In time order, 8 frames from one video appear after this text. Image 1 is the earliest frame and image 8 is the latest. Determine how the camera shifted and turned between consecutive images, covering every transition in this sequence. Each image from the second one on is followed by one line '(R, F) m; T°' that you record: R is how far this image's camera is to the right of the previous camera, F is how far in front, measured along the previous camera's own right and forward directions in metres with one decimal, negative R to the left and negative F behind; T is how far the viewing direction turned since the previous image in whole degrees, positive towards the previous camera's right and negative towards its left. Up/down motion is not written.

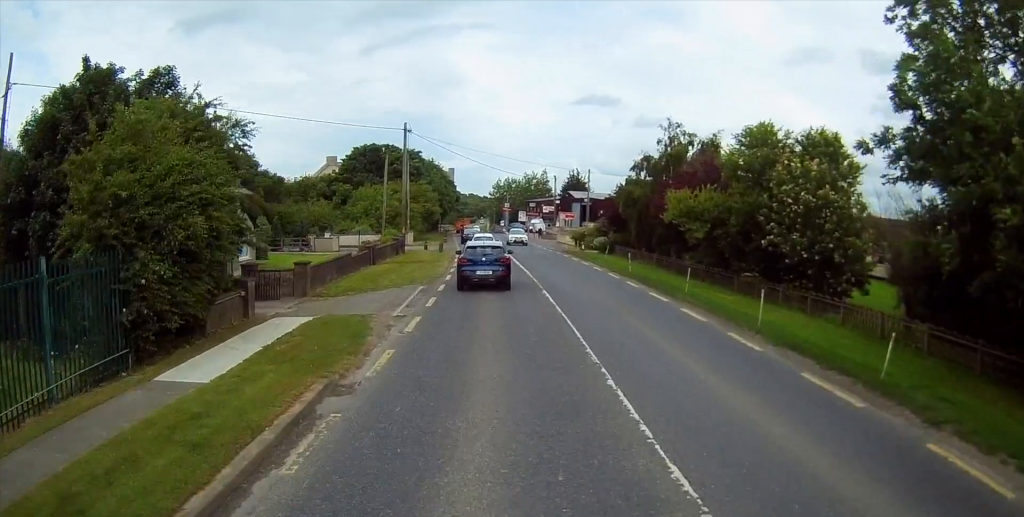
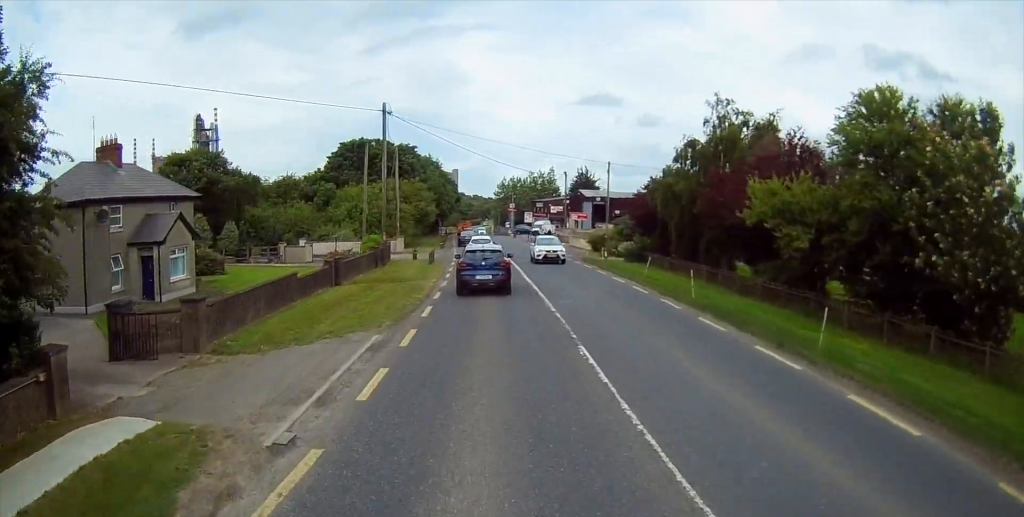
(-0.1, +9.3) m; -1°
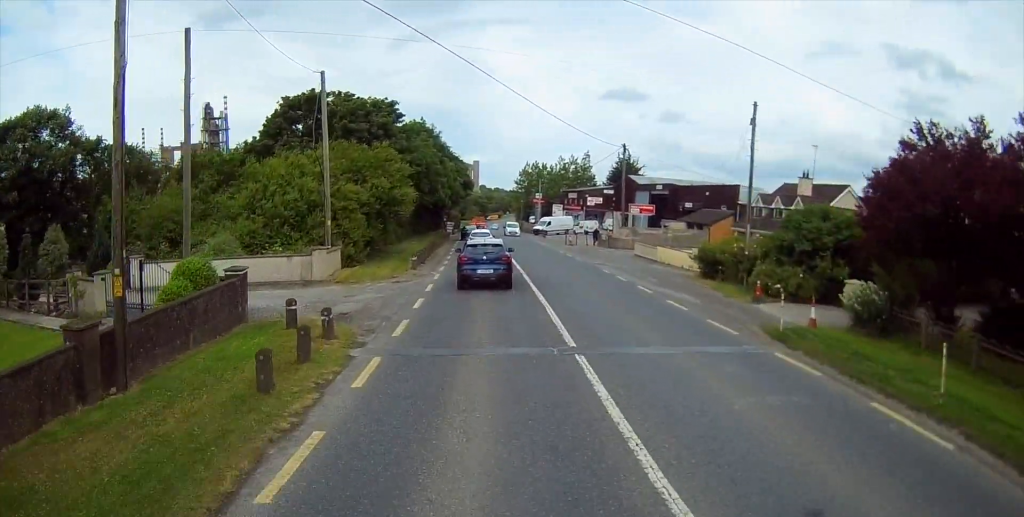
(-0.7, +27.9) m; -1°
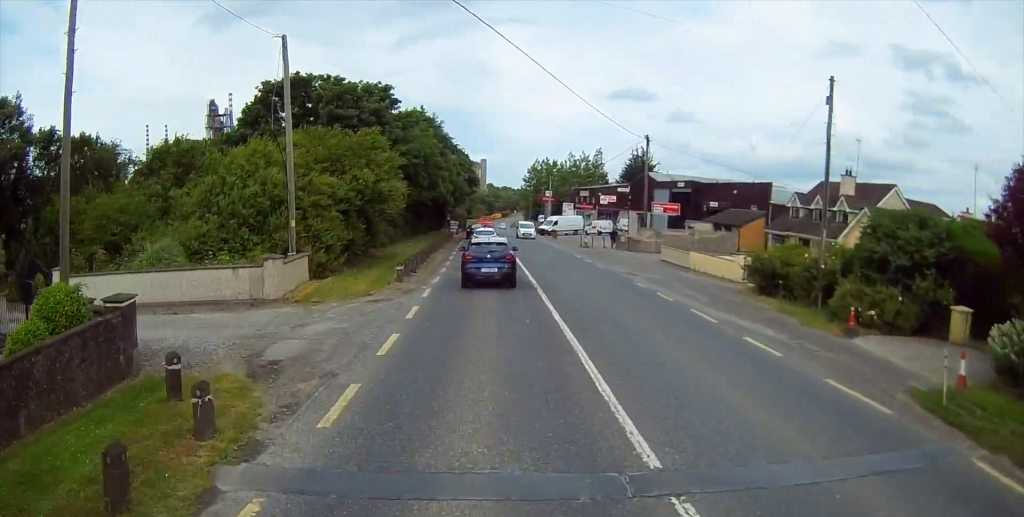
(0.0, +6.0) m; +1°
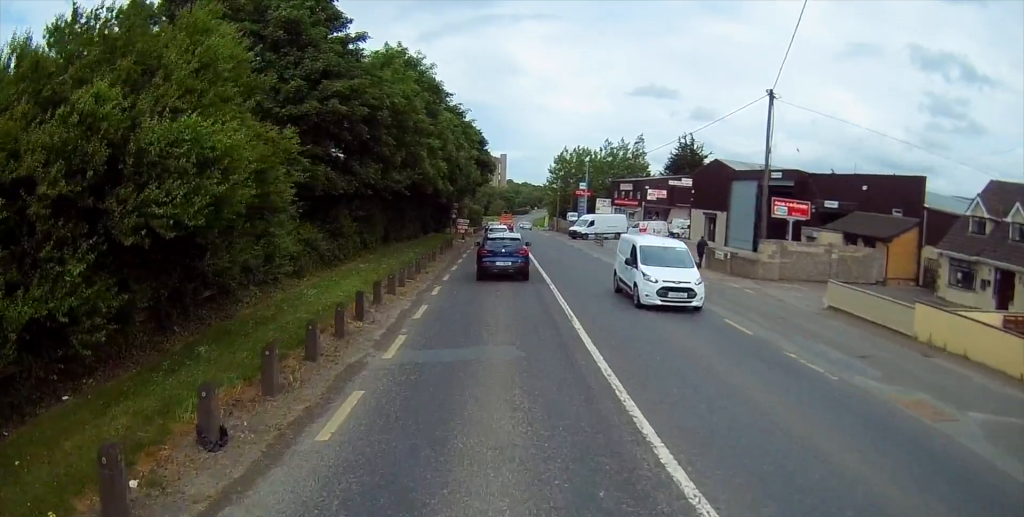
(-0.4, +21.0) m; -4°
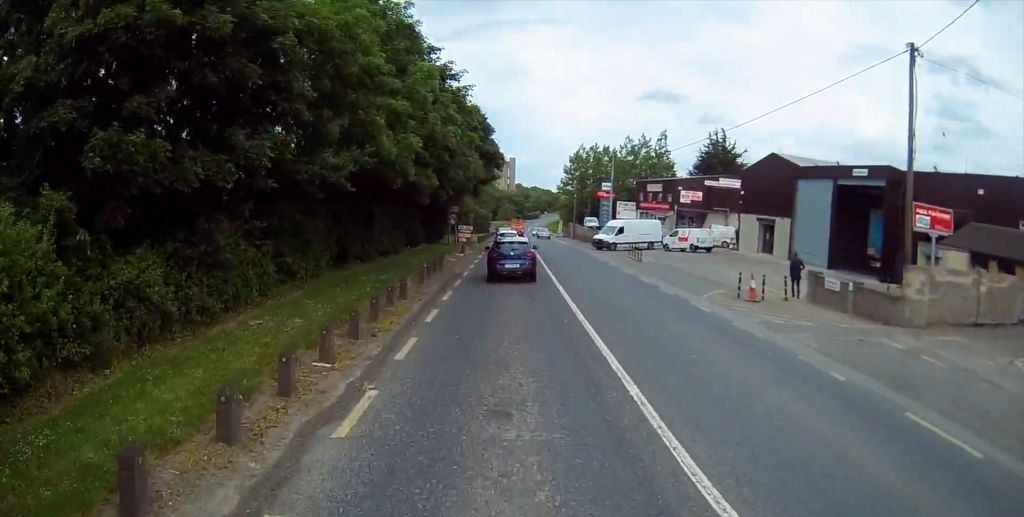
(-0.1, +12.1) m; -1°
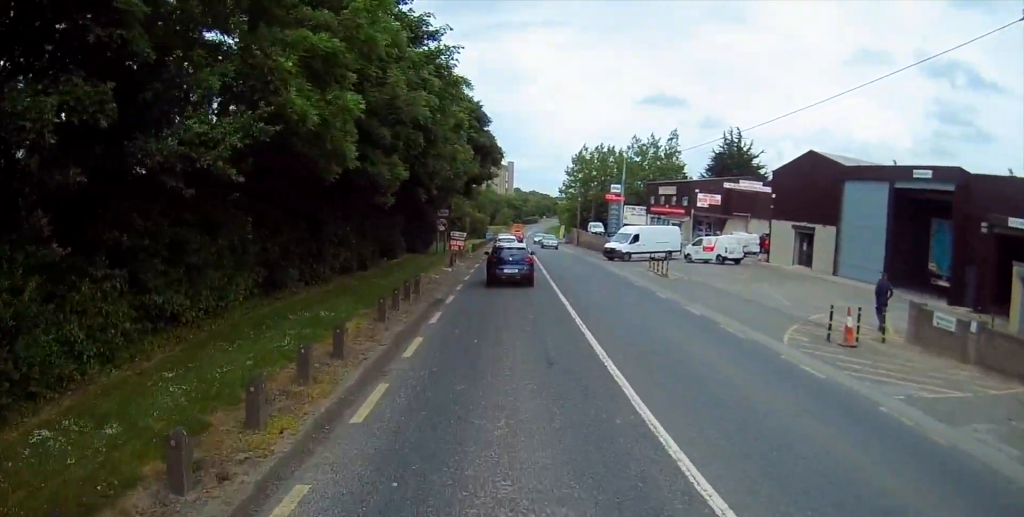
(0.0, +7.1) m; 0°
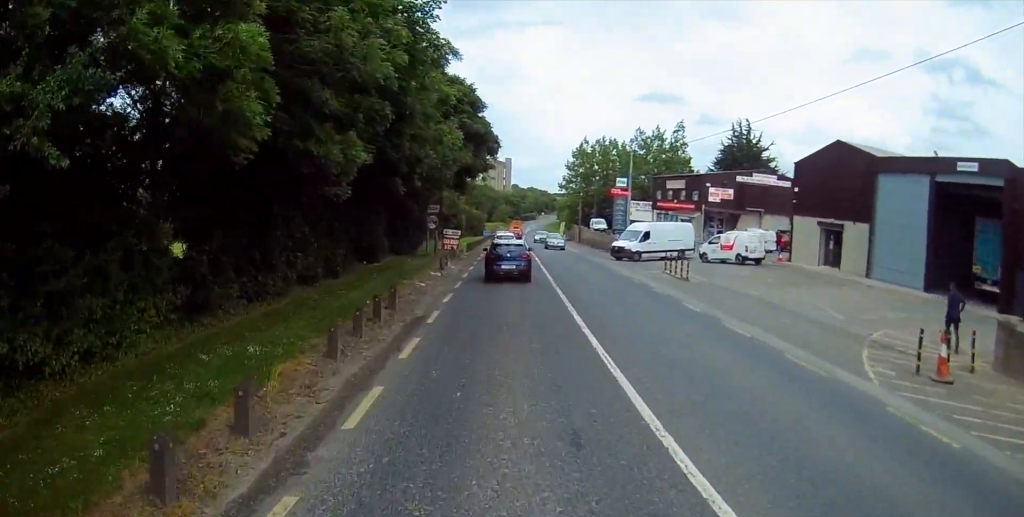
(0.0, +4.2) m; 0°
